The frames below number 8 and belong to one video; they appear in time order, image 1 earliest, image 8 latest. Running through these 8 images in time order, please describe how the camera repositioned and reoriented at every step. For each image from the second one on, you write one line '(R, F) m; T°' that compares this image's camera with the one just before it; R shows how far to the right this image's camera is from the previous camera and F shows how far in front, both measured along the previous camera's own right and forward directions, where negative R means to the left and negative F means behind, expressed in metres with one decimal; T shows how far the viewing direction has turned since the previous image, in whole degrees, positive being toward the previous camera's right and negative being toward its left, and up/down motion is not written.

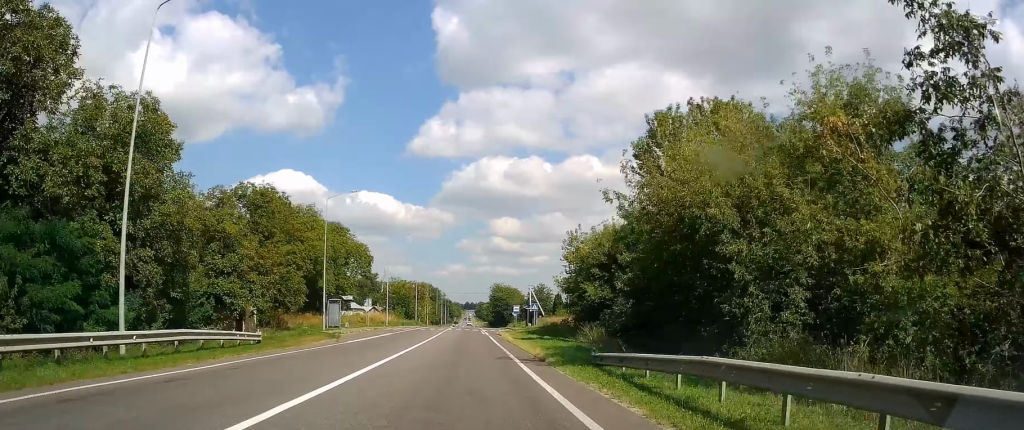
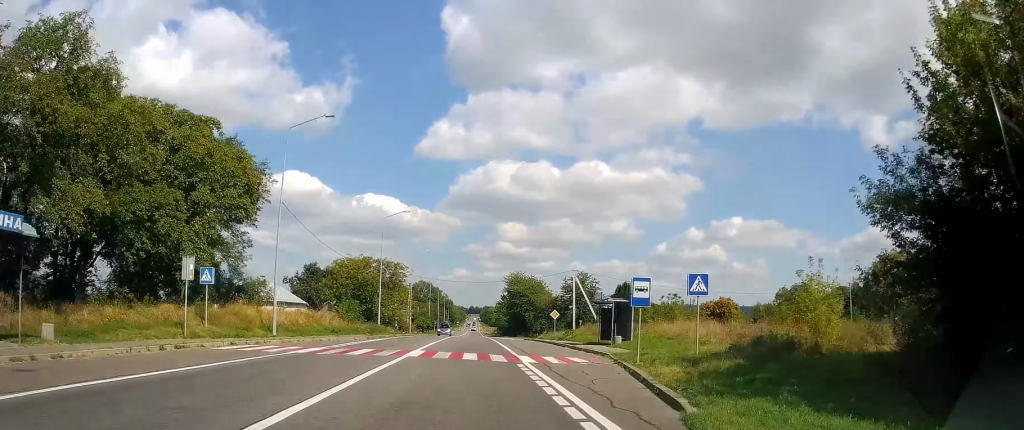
(0.0, +47.9) m; 0°
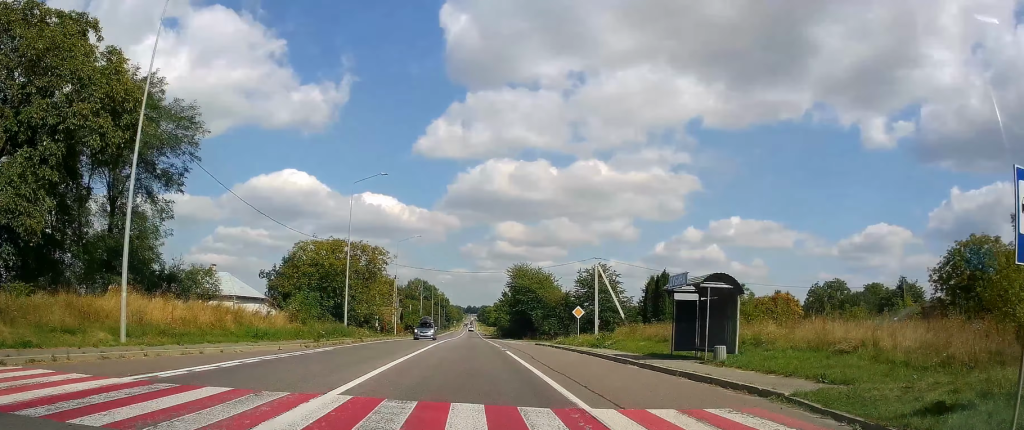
(-0.1, +14.7) m; -1°
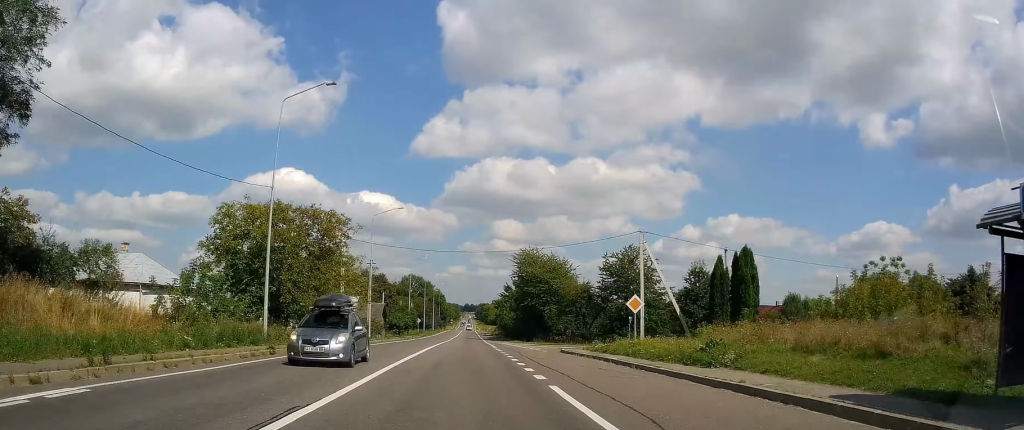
(-0.2, +17.7) m; 0°
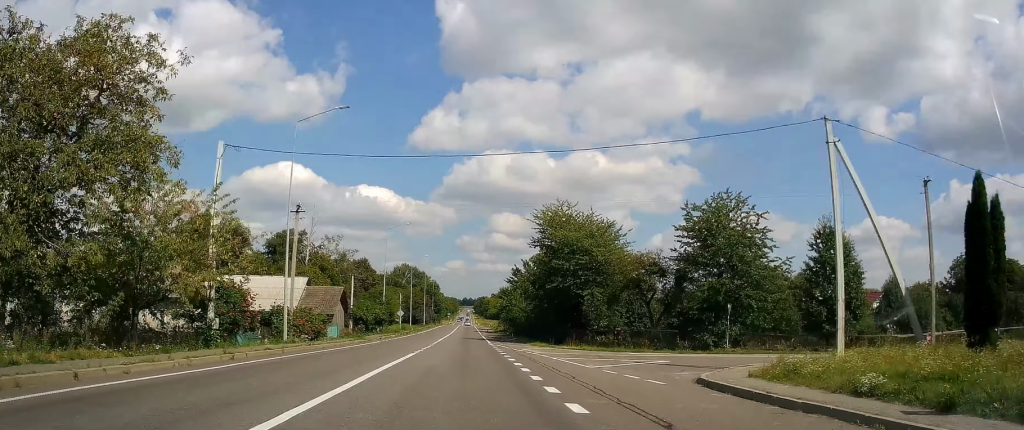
(-0.1, +25.8) m; 0°
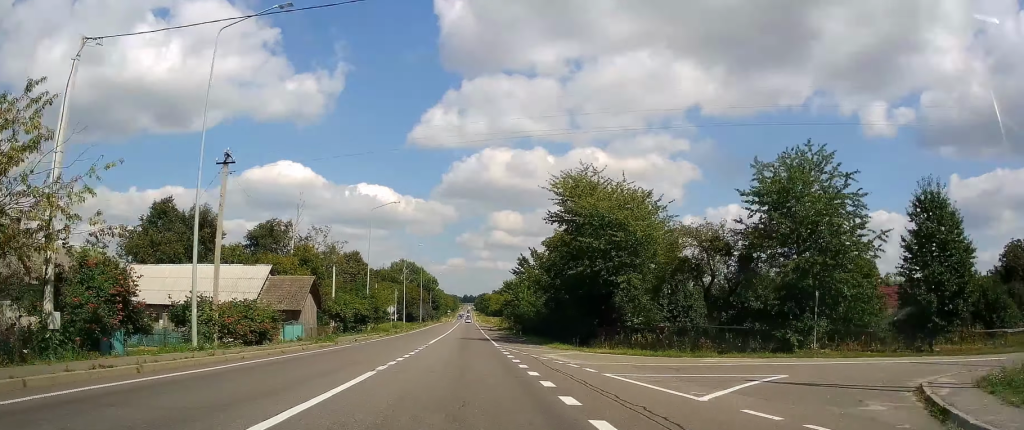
(0.0, +10.3) m; 0°
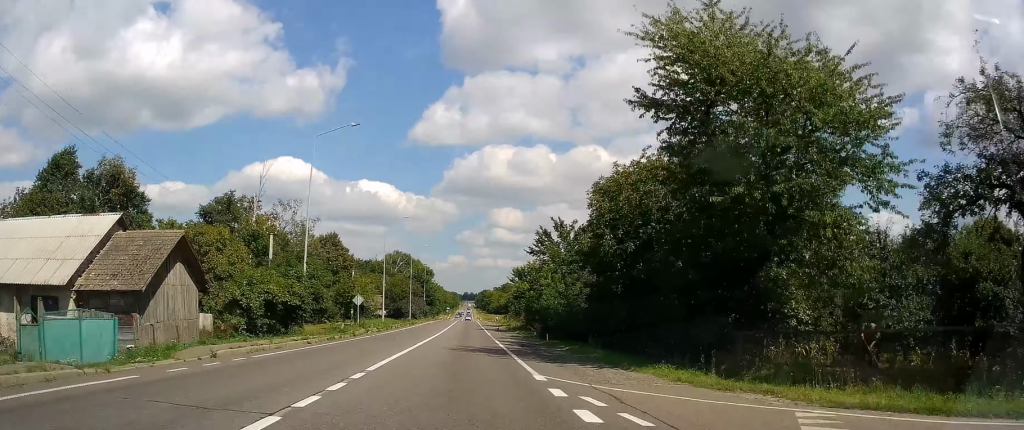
(0.0, +21.5) m; -1°
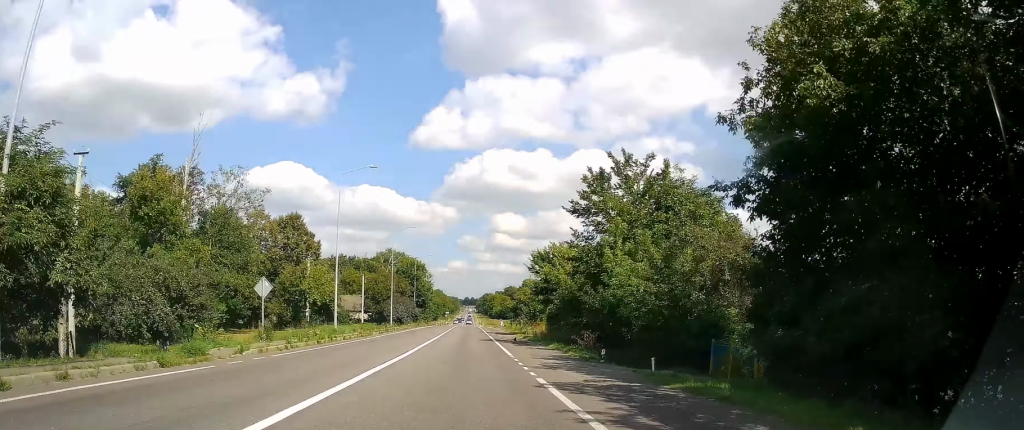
(-0.2, +23.5) m; 0°
